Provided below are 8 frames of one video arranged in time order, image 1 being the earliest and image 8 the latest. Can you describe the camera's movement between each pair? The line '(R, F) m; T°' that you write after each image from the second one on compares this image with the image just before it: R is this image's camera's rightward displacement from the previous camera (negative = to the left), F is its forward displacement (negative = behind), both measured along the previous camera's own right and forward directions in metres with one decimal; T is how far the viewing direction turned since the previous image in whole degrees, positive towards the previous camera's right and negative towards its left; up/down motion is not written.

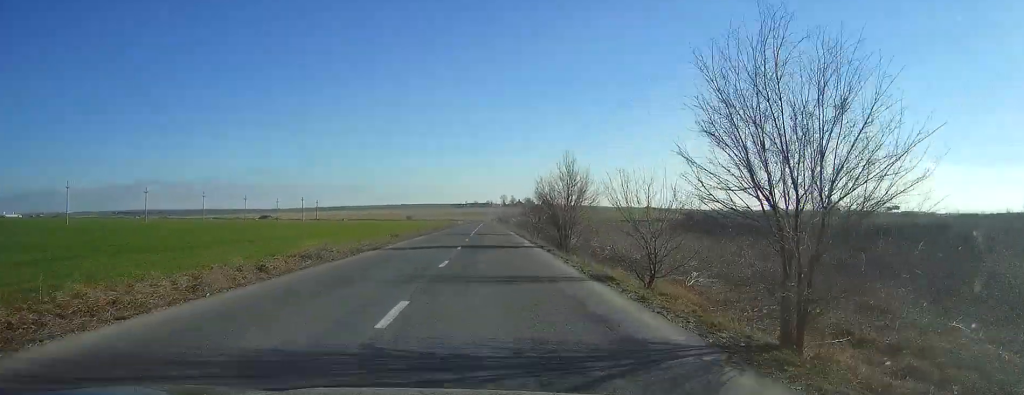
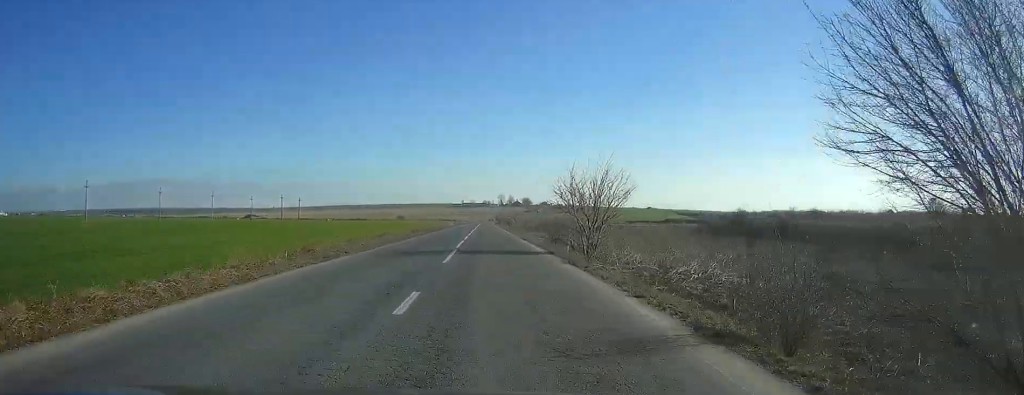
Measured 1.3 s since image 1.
(0.0, +34.8) m; 0°
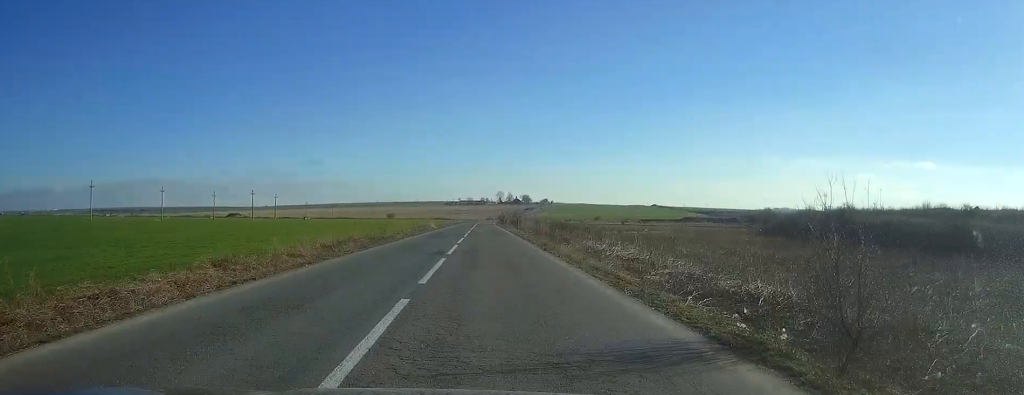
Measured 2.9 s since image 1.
(0.0, +42.9) m; 0°
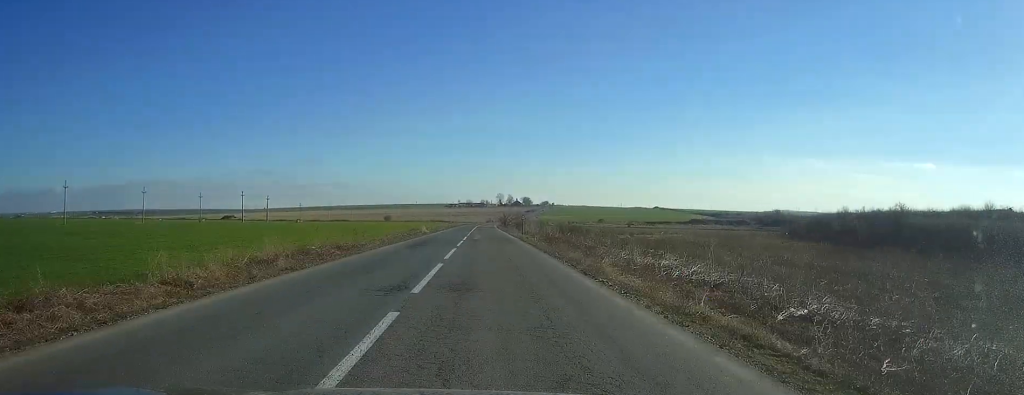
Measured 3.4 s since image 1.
(0.0, +13.4) m; 0°
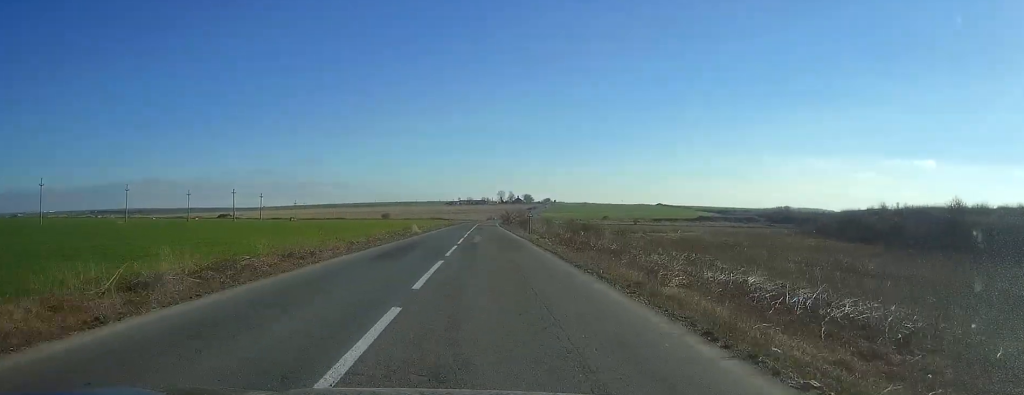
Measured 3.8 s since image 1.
(0.0, +11.6) m; 0°
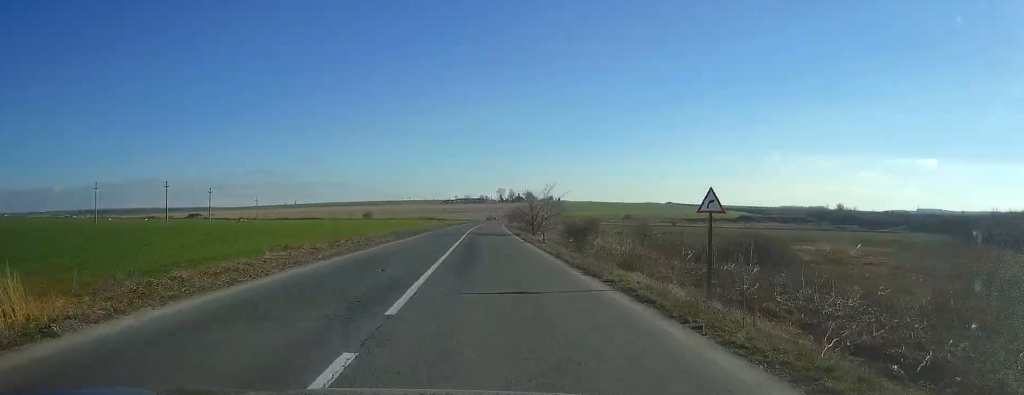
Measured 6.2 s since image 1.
(0.0, +63.4) m; +1°
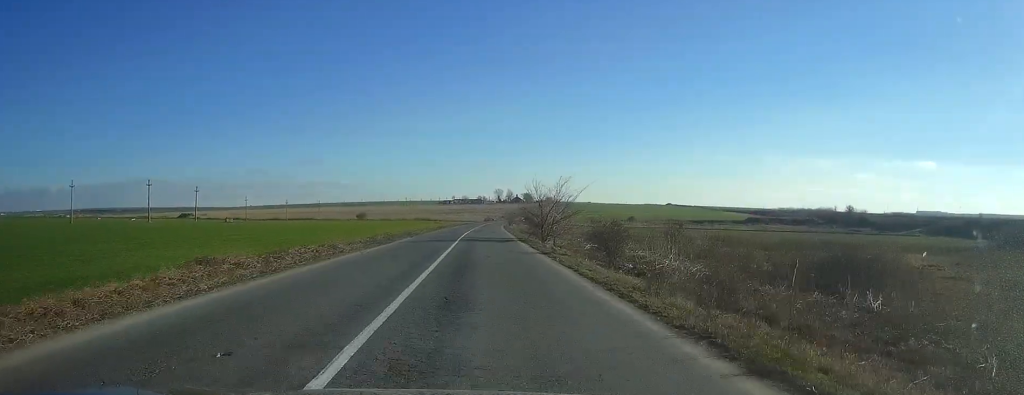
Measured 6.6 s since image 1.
(+0.2, +11.6) m; 0°
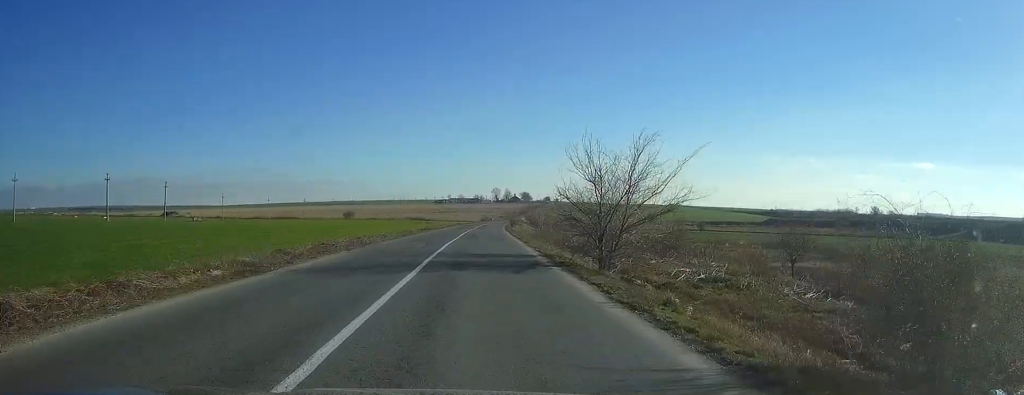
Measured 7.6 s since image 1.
(+0.2, +25.0) m; 0°
